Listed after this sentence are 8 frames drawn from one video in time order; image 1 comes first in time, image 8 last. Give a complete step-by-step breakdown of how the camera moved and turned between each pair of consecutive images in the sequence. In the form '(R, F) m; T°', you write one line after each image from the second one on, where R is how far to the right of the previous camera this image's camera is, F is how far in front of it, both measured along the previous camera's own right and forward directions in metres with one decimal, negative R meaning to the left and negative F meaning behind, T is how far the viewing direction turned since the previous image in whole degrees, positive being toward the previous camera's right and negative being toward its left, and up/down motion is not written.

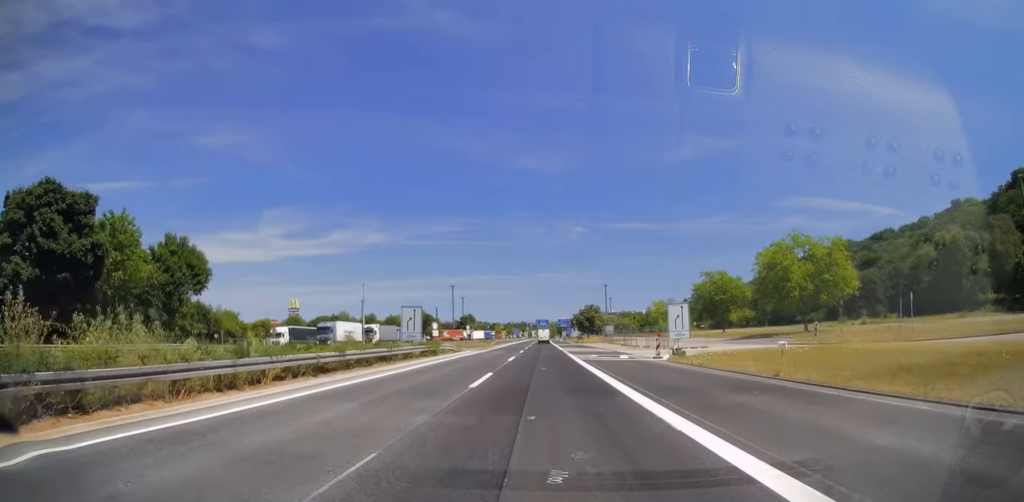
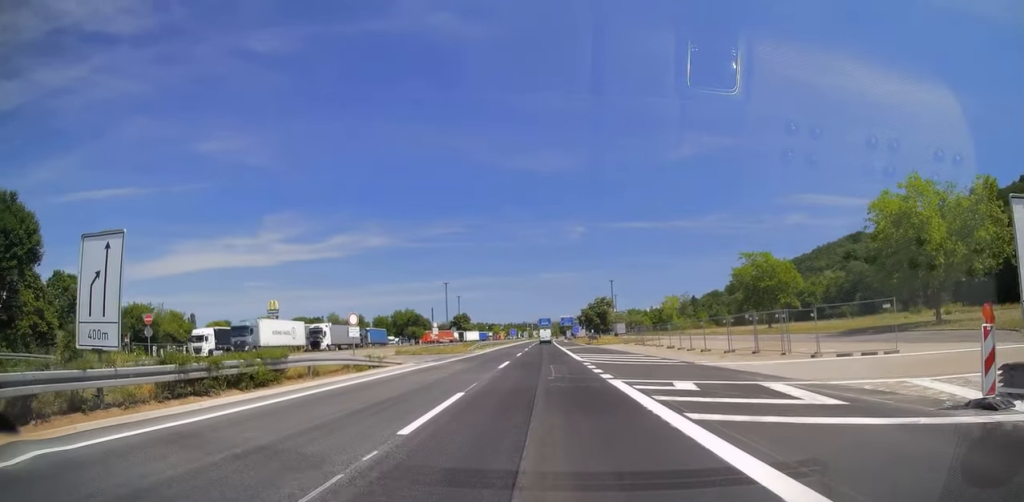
(0.0, +26.5) m; 0°
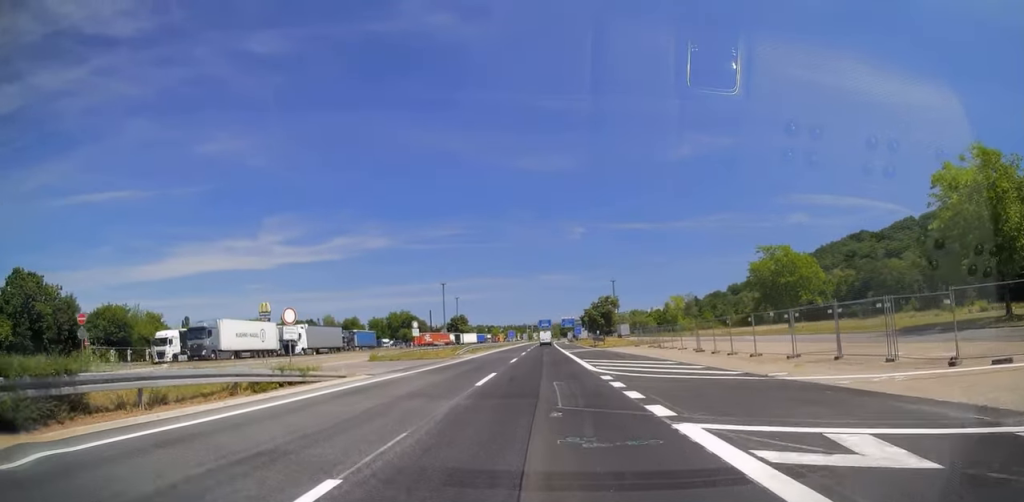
(0.0, +8.9) m; 0°
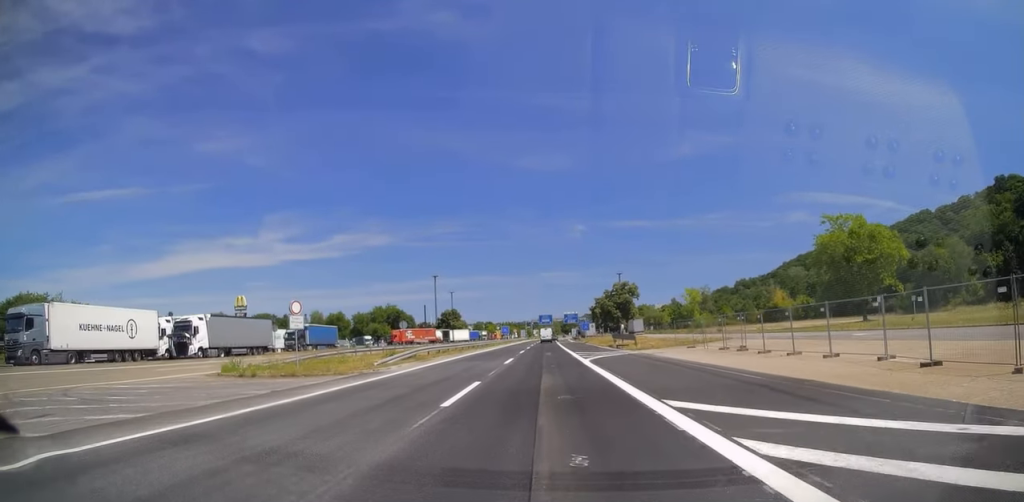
(-0.1, +24.0) m; 0°
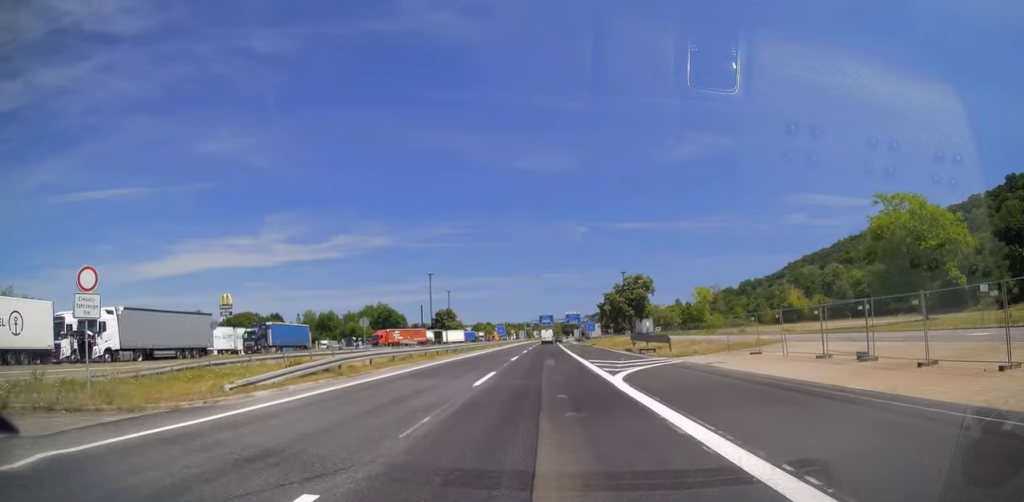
(0.0, +13.0) m; 0°
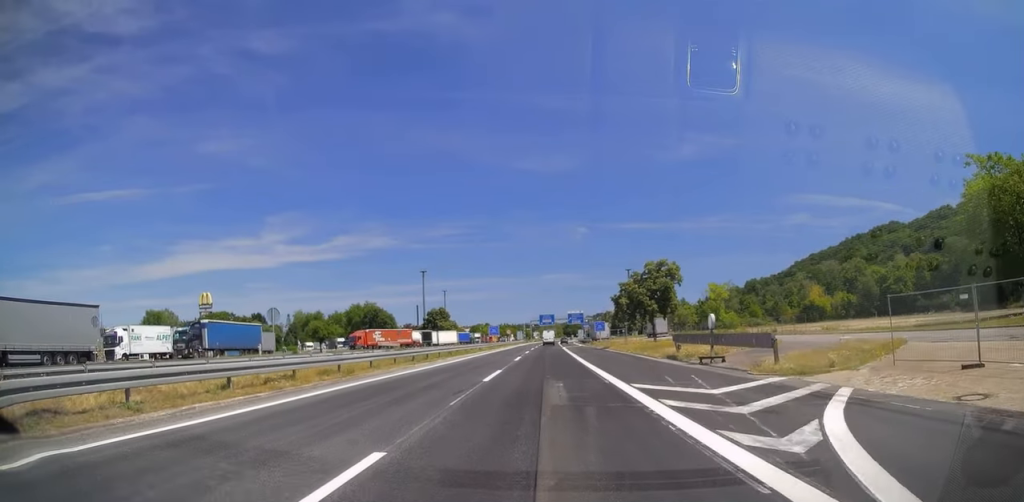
(+0.1, +16.1) m; 0°
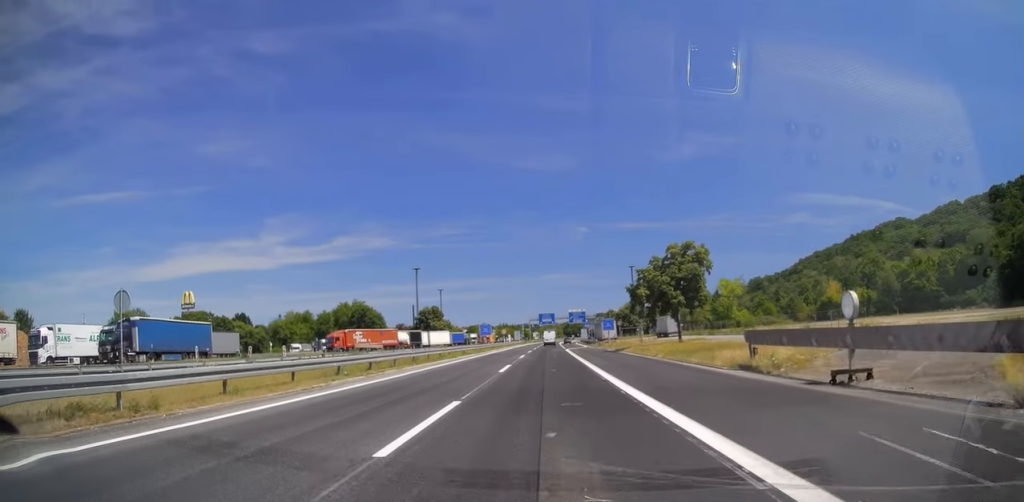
(+0.1, +12.2) m; -1°
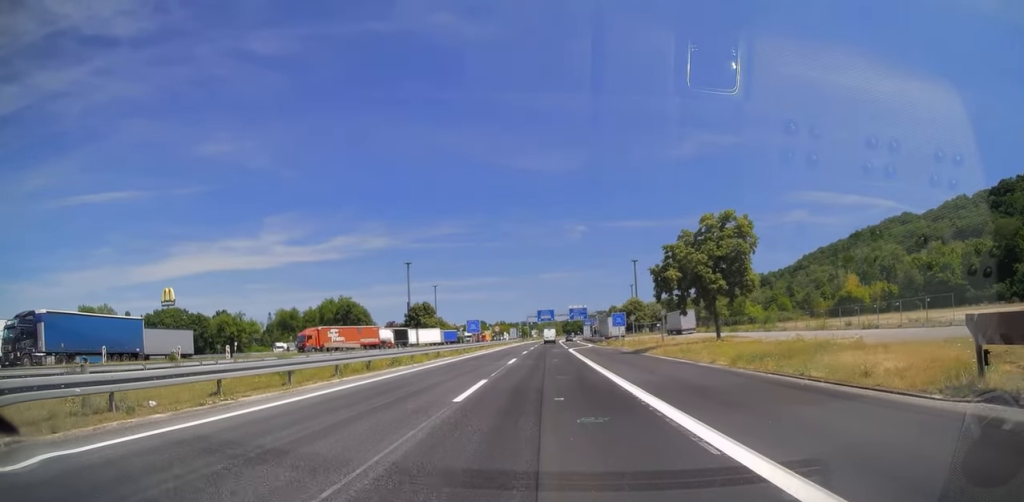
(-0.4, +12.3) m; 0°
